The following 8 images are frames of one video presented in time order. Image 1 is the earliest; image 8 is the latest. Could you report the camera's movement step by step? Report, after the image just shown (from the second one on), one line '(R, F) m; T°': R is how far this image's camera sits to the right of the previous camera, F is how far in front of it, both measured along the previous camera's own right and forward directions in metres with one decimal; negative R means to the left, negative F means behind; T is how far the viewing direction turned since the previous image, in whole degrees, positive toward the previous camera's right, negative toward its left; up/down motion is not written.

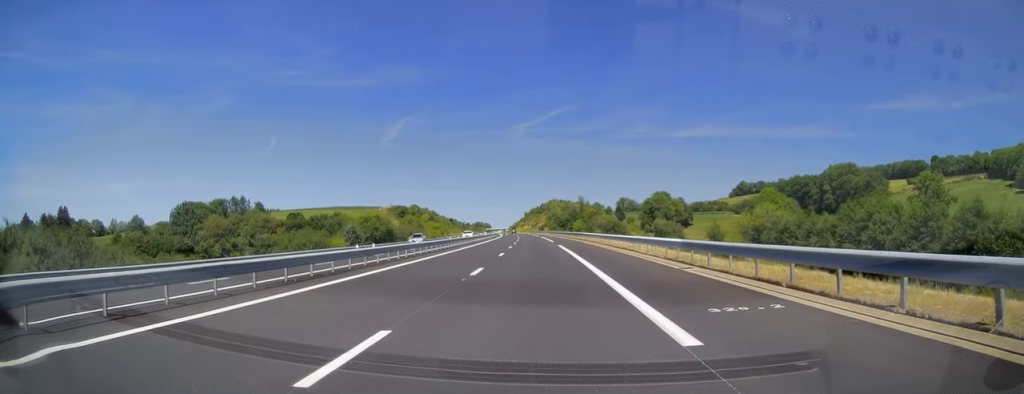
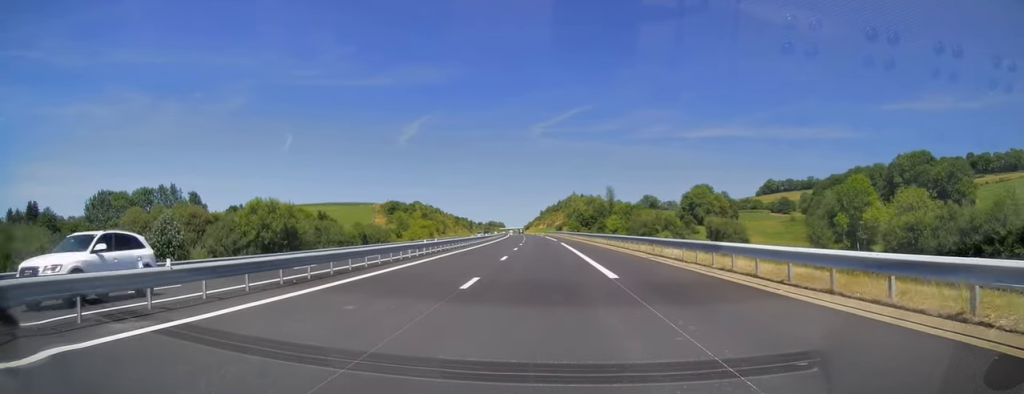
(-0.9, +43.8) m; -2°
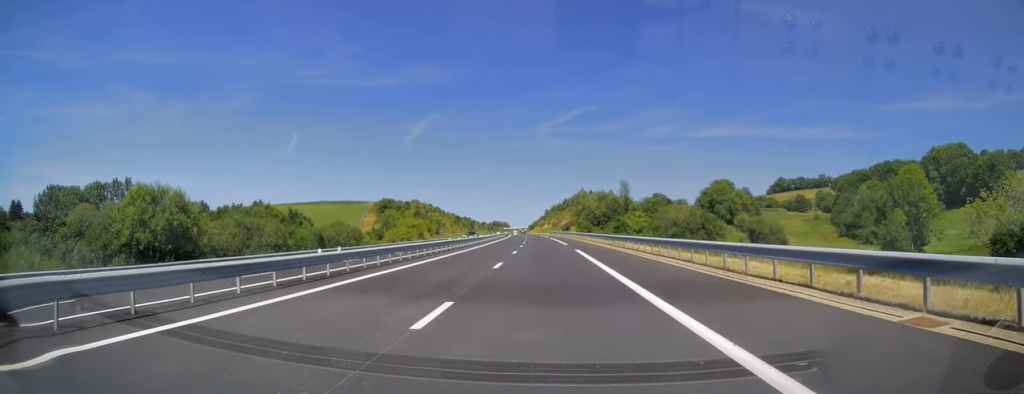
(-0.1, +18.8) m; -1°
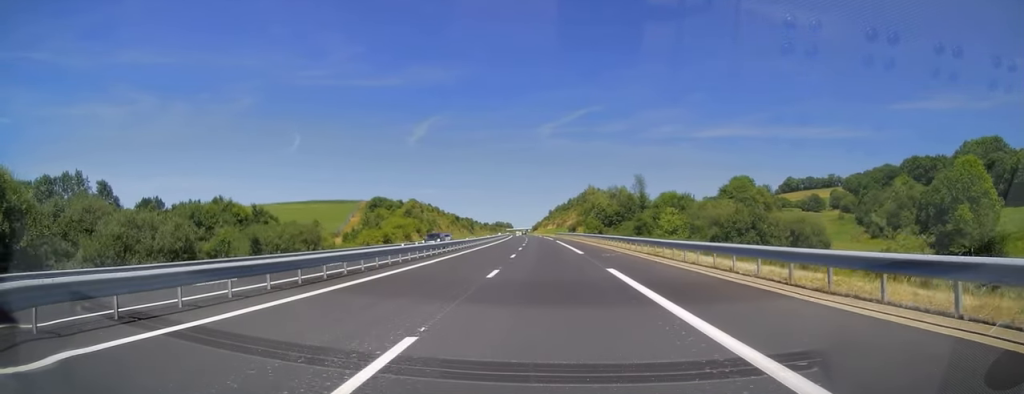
(+0.1, +16.7) m; -1°
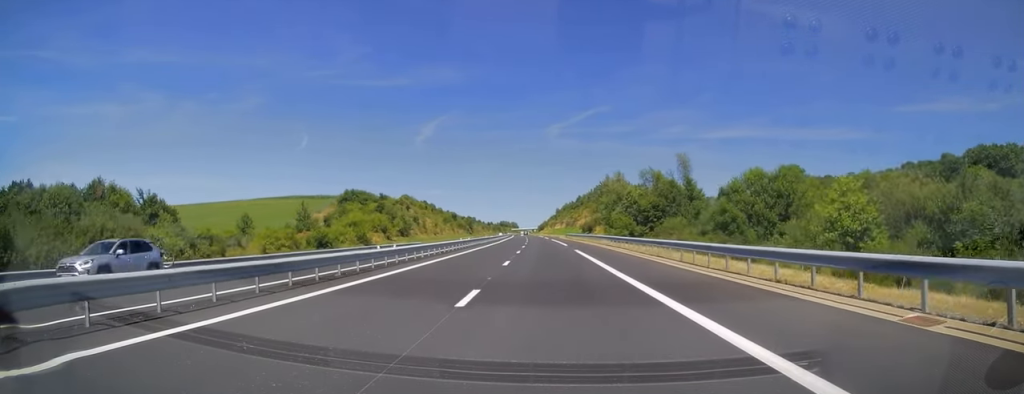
(-0.5, +33.0) m; -1°
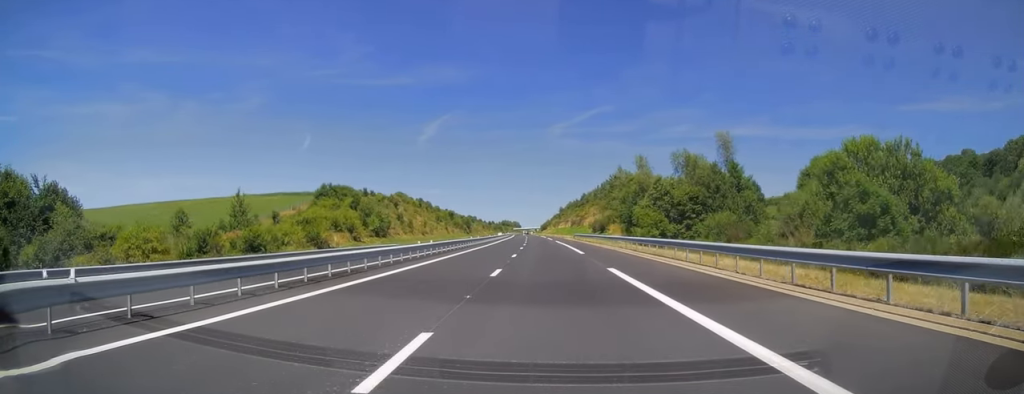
(-0.1, +18.9) m; 0°
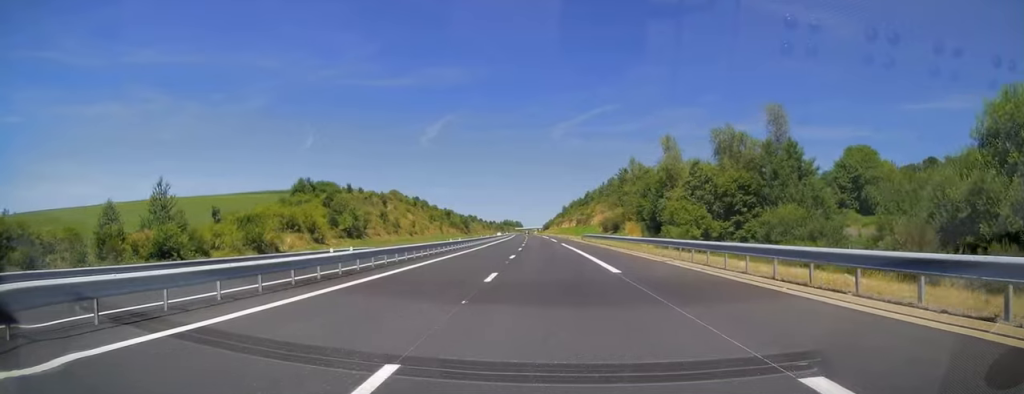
(0.0, +14.9) m; 0°
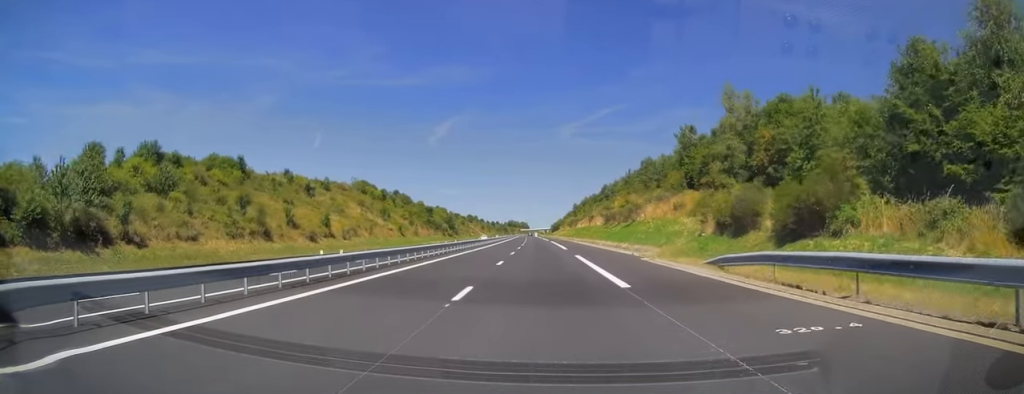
(-0.5, +56.4) m; -1°
